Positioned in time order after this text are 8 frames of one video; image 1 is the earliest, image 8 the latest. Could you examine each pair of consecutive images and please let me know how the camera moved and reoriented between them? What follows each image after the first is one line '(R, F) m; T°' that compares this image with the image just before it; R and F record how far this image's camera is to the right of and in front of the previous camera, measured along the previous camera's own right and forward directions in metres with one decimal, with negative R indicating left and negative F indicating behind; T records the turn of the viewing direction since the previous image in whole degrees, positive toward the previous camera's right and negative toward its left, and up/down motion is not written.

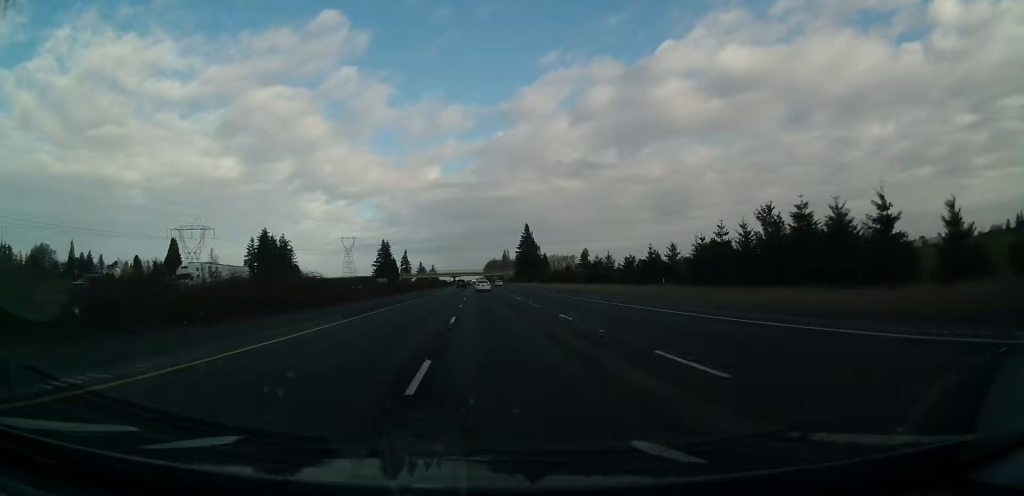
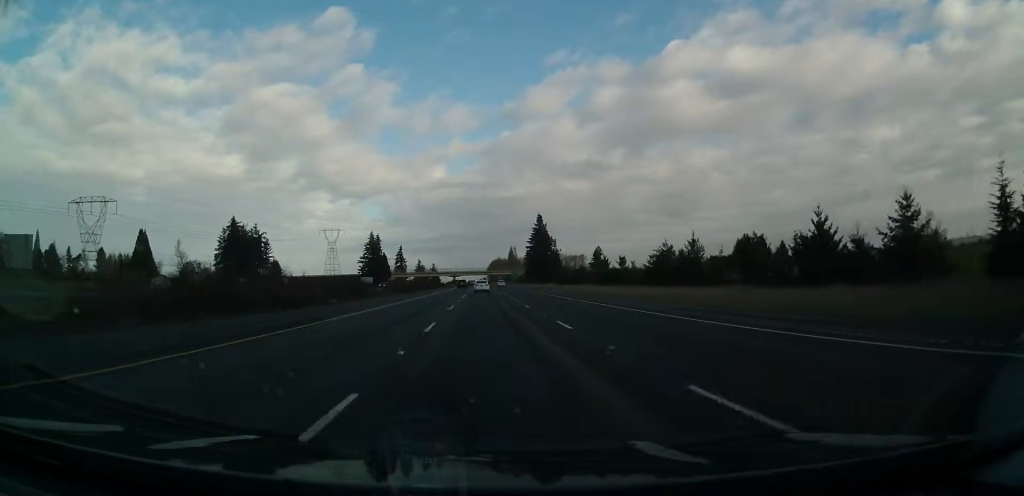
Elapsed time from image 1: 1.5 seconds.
(+0.2, +52.3) m; +1°
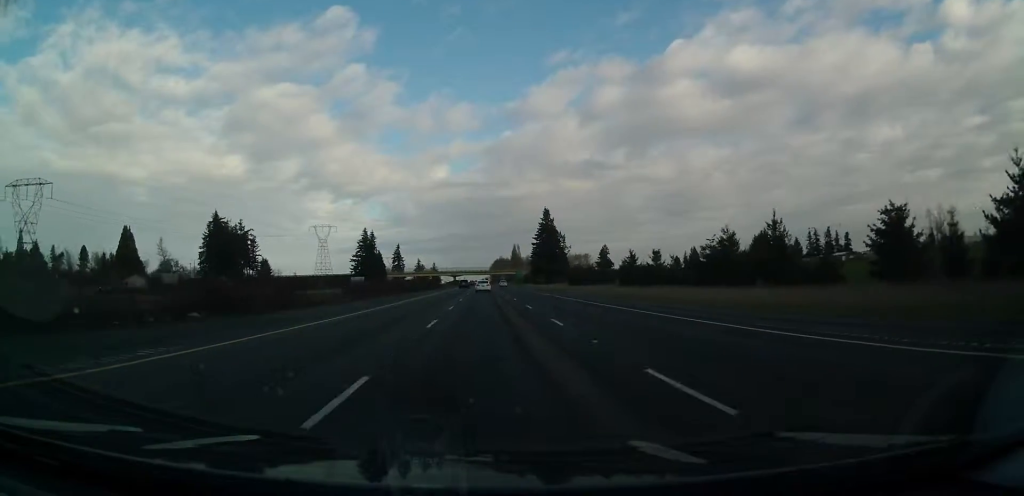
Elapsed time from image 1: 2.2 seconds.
(+0.3, +23.1) m; 0°
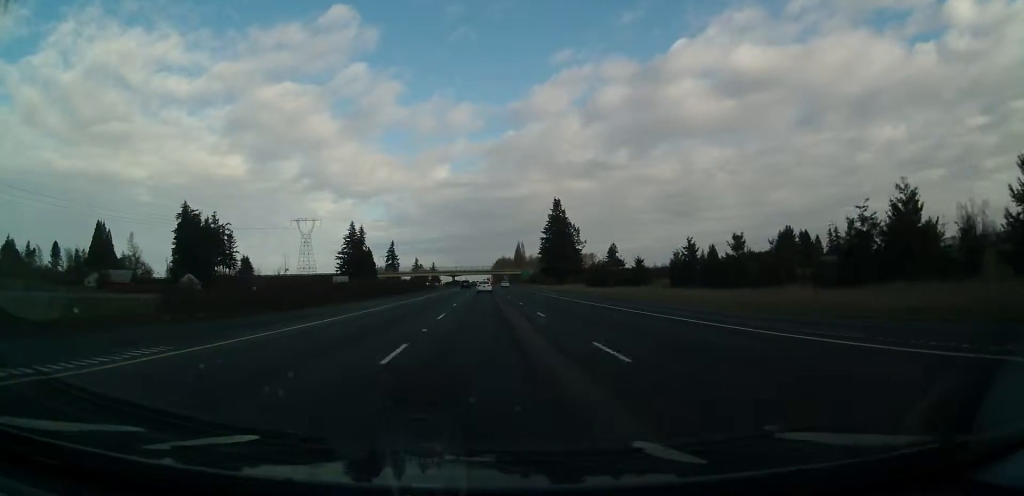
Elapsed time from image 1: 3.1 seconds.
(-0.4, +32.3) m; -1°
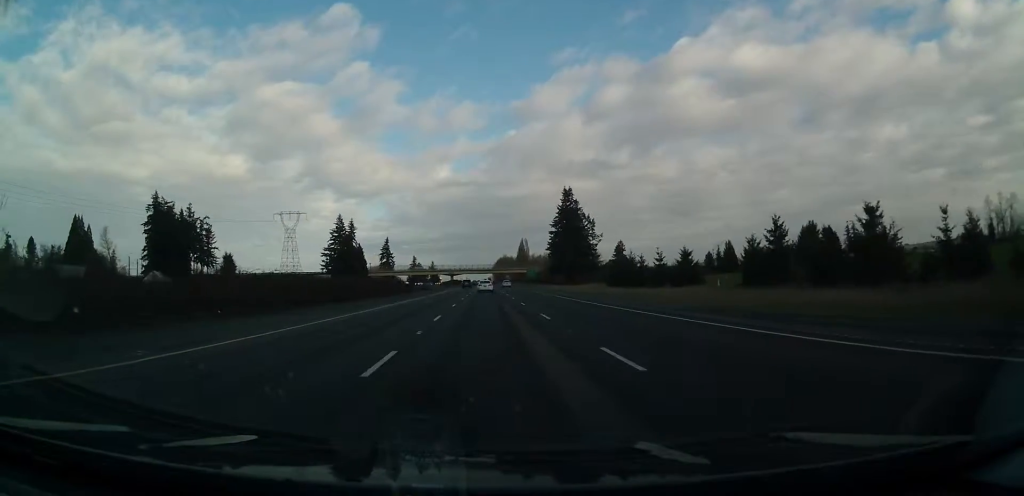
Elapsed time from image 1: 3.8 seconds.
(-0.1, +25.4) m; 0°
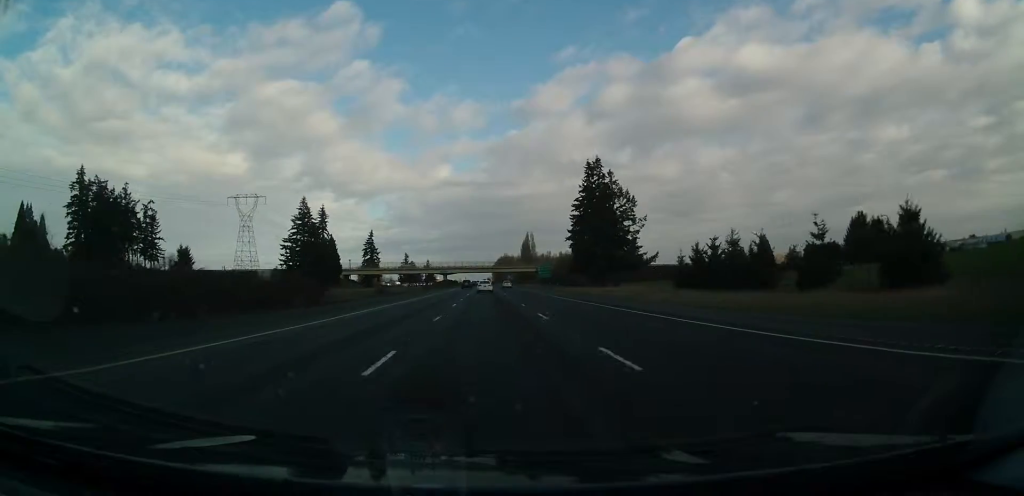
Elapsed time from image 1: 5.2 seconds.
(0.0, +48.7) m; 0°
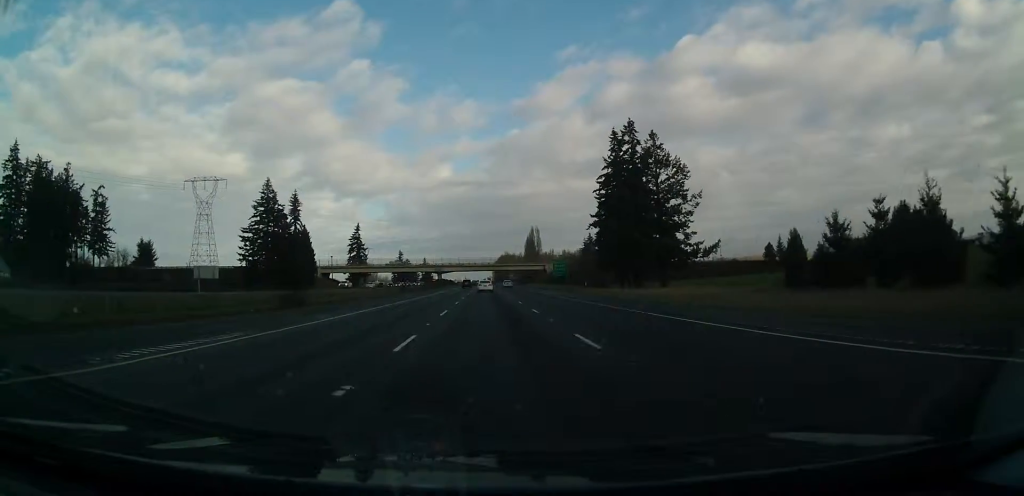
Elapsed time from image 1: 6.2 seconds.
(-0.1, +33.6) m; 0°
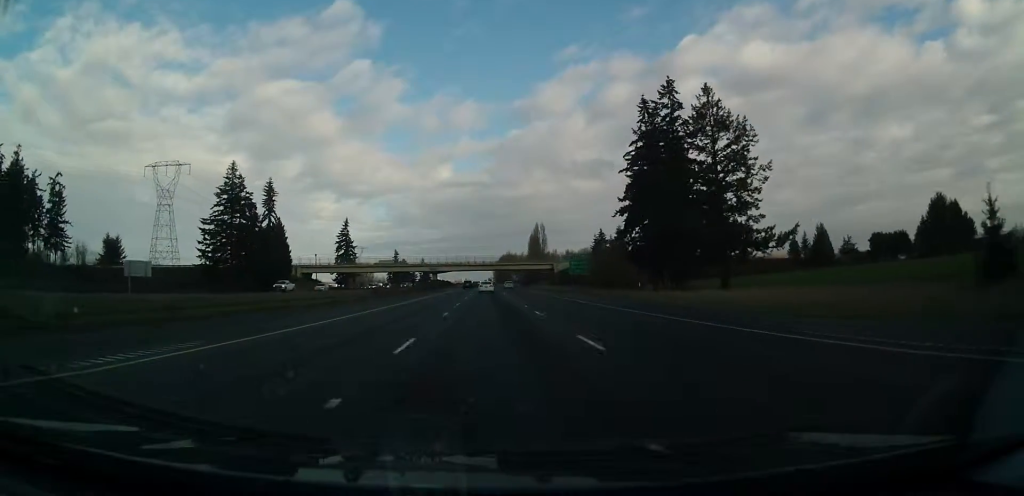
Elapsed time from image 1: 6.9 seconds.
(+0.1, +24.3) m; 0°
